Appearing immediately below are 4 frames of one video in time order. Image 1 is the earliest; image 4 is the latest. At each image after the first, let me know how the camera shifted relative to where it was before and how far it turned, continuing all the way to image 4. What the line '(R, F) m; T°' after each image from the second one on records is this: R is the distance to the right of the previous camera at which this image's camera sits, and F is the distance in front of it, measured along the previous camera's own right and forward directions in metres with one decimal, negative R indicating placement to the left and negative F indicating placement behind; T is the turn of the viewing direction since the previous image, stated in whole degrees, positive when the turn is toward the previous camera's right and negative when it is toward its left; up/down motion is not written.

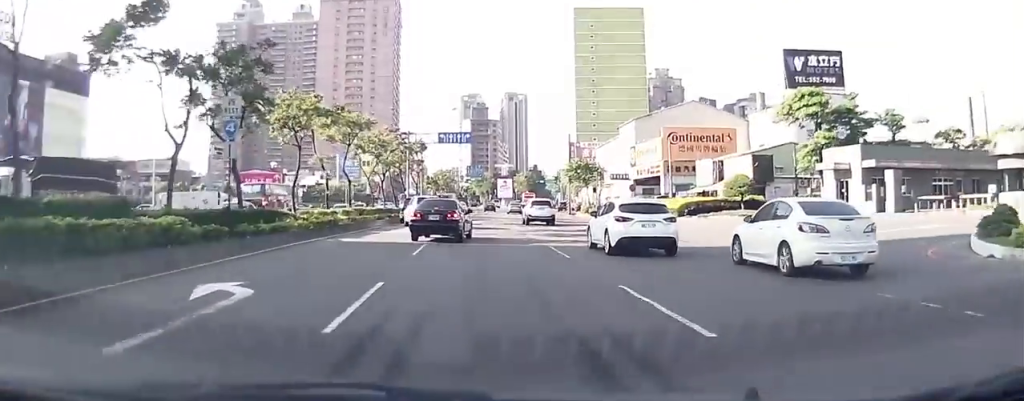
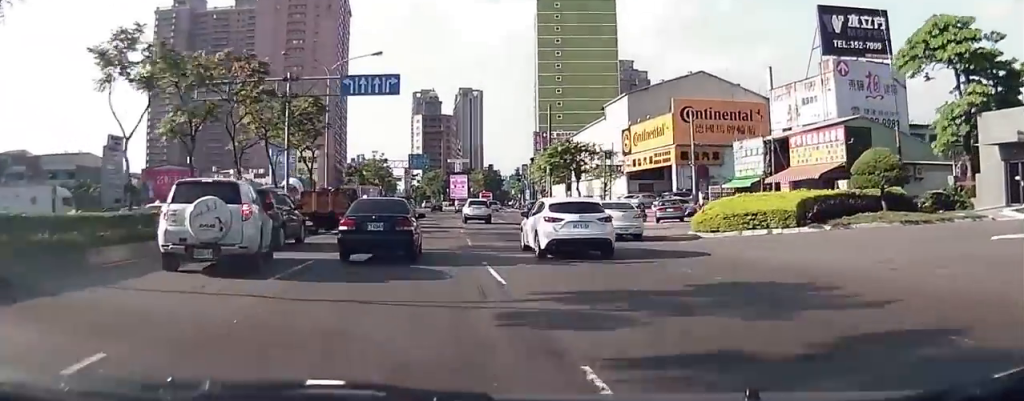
(-0.4, +24.3) m; -2°
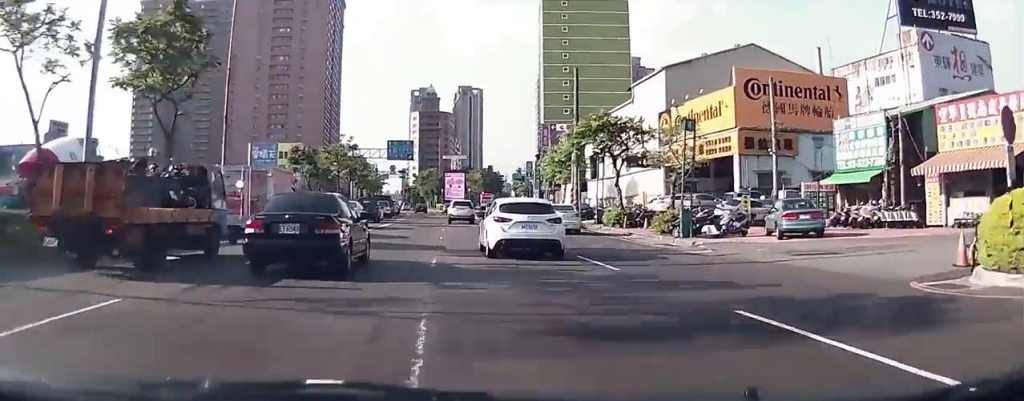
(0.0, +16.8) m; +1°
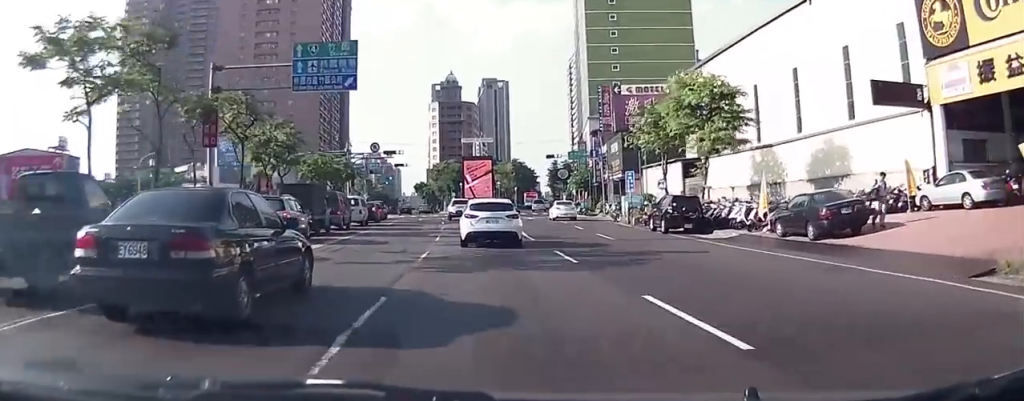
(-0.3, +38.0) m; -1°
